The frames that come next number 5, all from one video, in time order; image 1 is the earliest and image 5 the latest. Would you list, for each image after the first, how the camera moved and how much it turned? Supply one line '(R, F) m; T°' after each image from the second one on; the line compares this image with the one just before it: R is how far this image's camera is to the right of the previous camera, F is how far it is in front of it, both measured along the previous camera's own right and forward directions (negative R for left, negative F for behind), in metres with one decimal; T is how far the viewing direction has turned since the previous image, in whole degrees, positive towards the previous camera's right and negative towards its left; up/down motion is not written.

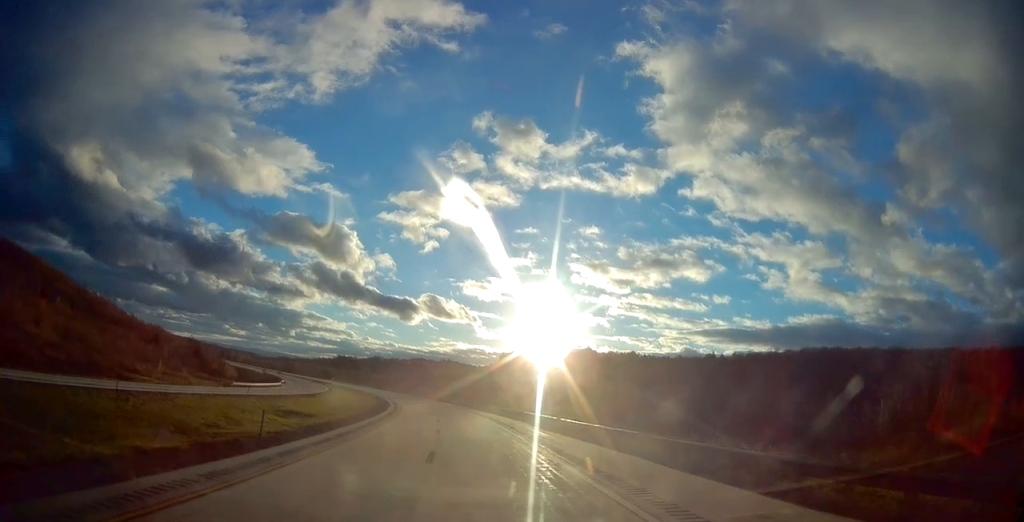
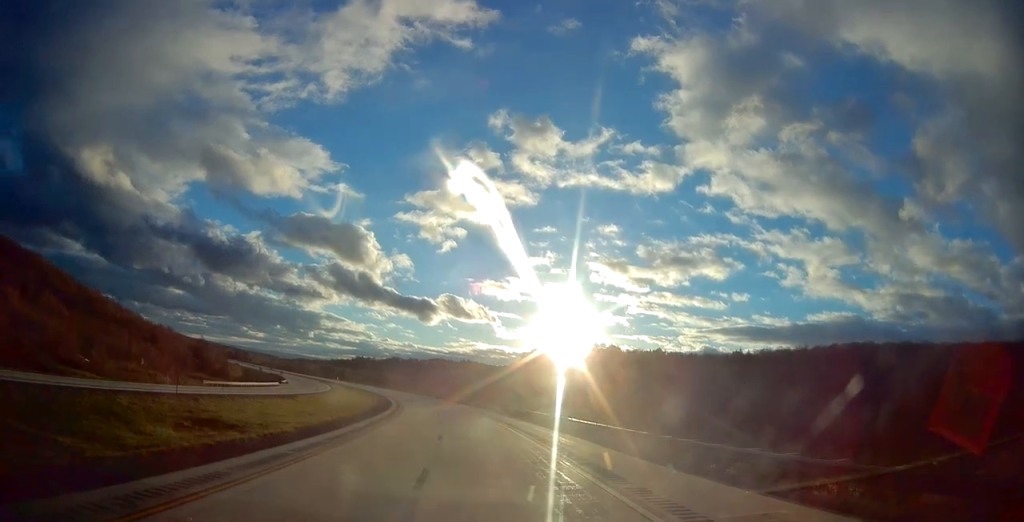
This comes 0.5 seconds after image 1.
(-0.4, +16.6) m; -2°
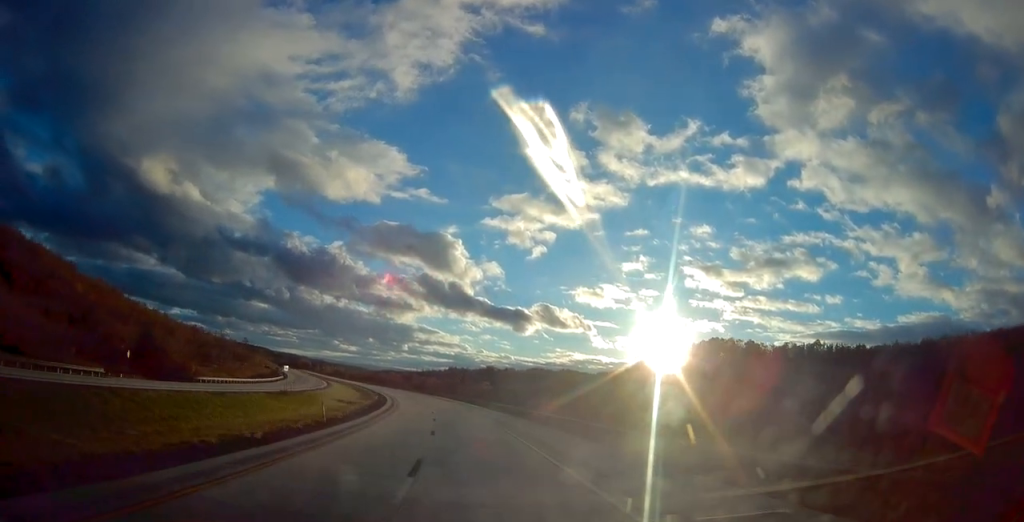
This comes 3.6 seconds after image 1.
(-8.4, +93.8) m; -10°
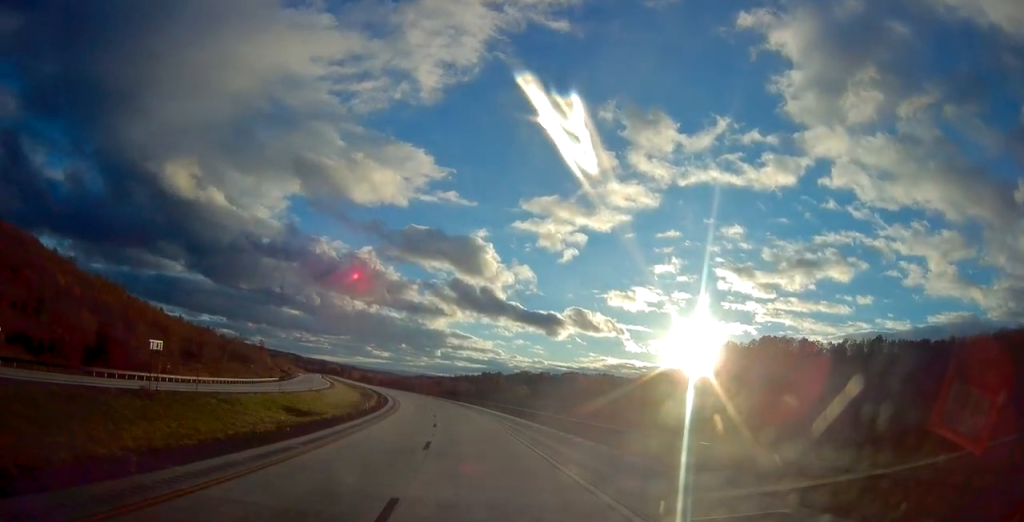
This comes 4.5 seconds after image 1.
(-0.7, +30.1) m; -3°
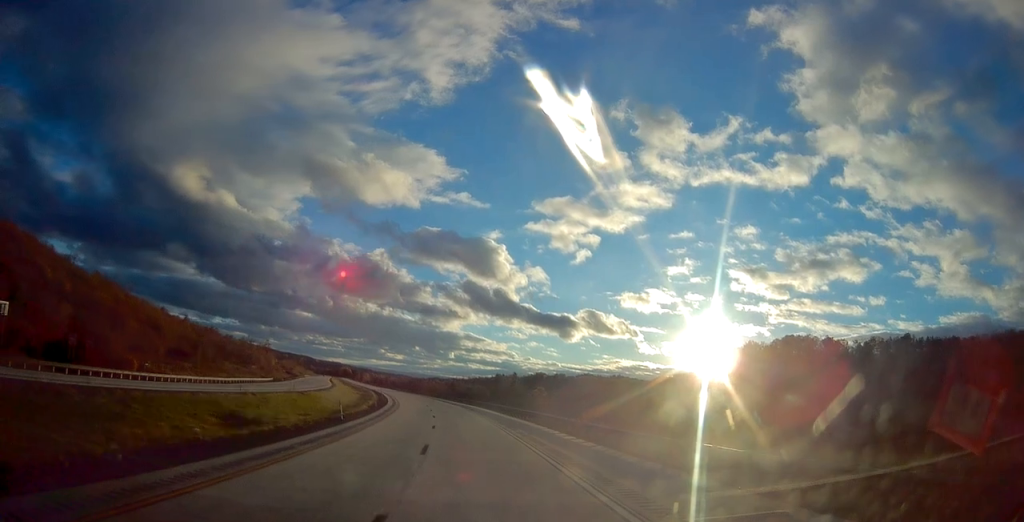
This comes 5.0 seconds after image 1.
(0.0, +13.5) m; -1°
